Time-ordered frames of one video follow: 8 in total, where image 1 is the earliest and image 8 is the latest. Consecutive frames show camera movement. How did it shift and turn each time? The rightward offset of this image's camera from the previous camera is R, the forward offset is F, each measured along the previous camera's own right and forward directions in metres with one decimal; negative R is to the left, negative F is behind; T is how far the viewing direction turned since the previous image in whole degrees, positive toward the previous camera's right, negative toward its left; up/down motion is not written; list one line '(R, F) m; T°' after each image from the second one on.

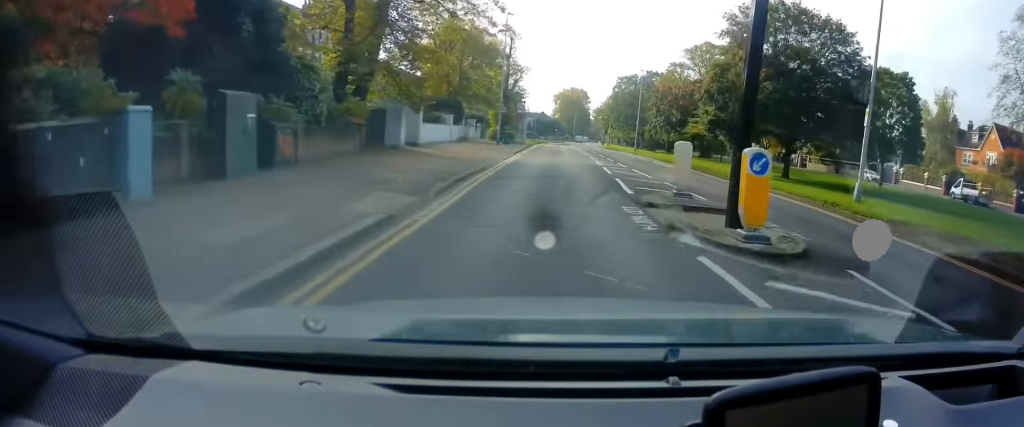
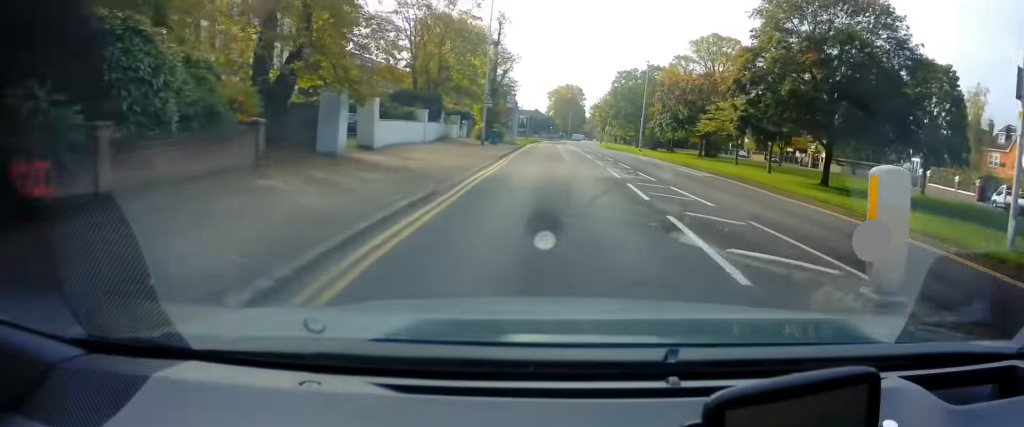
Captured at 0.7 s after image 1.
(-0.1, +7.1) m; -1°
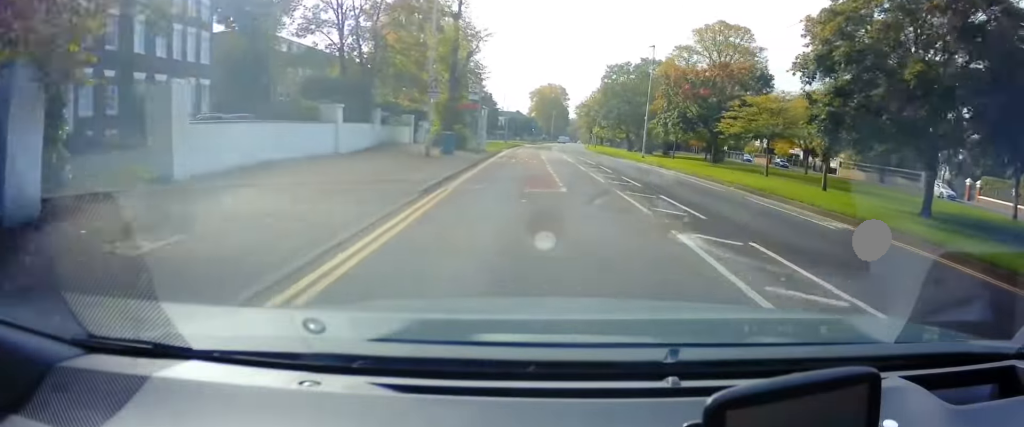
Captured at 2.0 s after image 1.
(0.0, +12.3) m; +2°
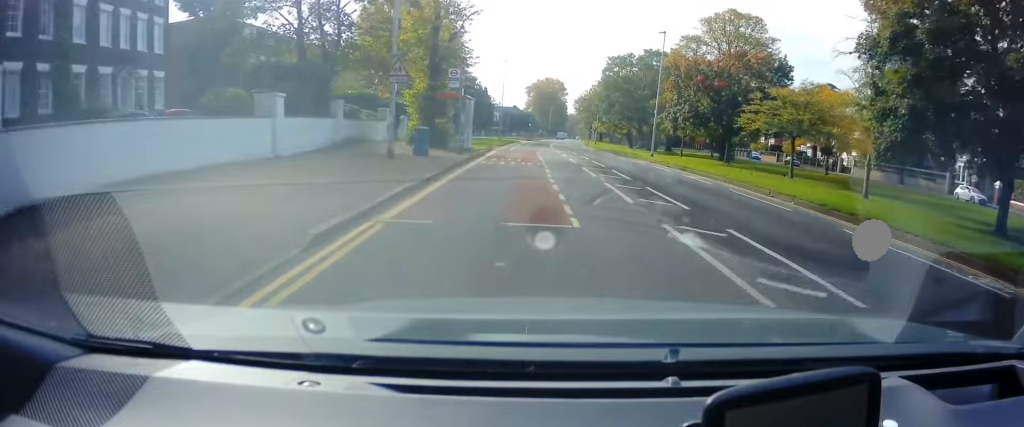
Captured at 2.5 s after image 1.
(+0.1, +5.3) m; +1°
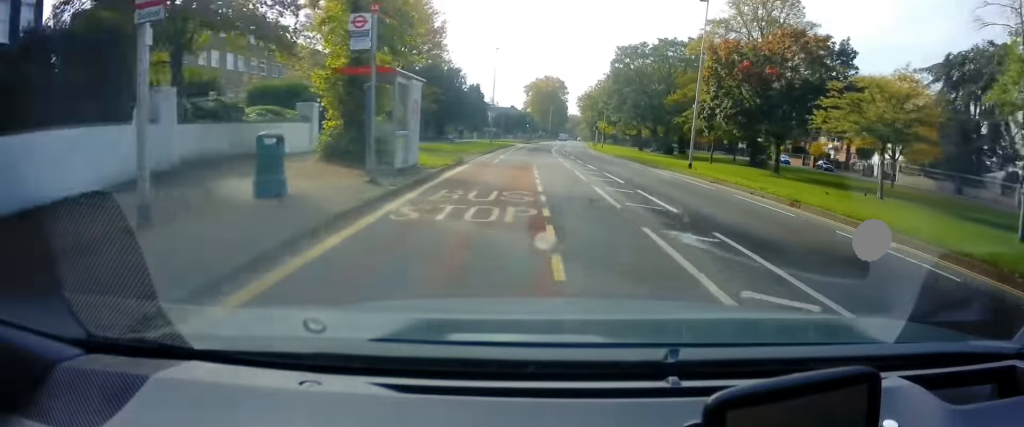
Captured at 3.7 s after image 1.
(+0.1, +12.1) m; -1°
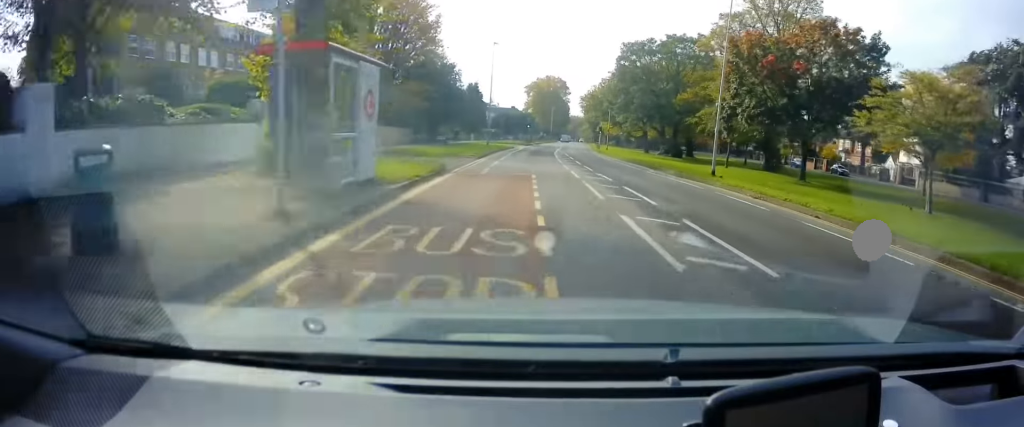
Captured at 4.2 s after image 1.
(-0.1, +4.4) m; -1°
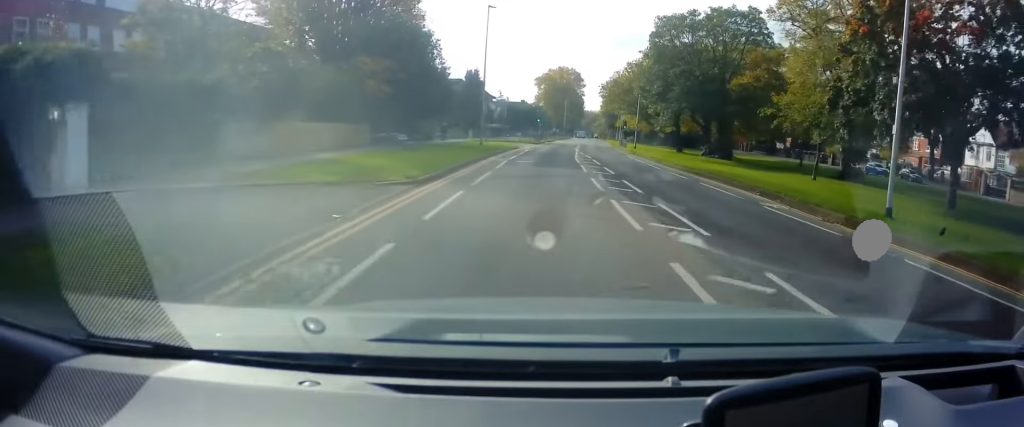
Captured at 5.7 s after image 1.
(-0.1, +15.2) m; 0°
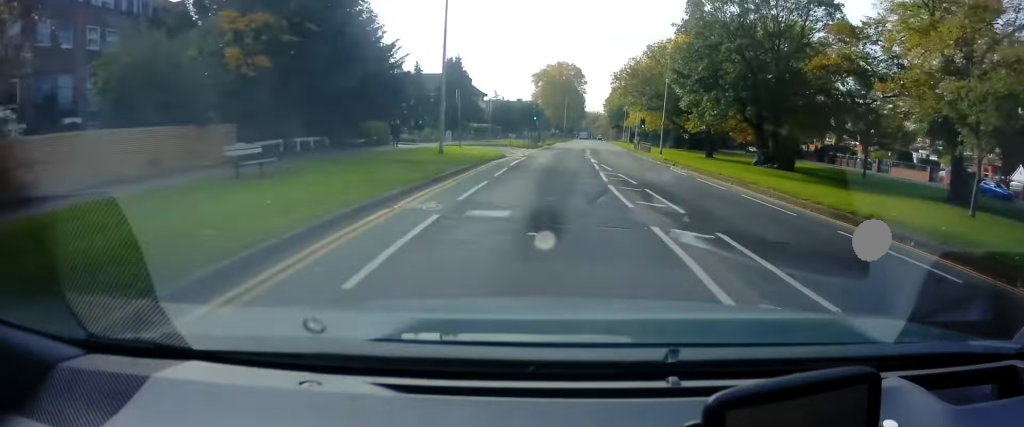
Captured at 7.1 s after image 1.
(0.0, +15.3) m; +1°
